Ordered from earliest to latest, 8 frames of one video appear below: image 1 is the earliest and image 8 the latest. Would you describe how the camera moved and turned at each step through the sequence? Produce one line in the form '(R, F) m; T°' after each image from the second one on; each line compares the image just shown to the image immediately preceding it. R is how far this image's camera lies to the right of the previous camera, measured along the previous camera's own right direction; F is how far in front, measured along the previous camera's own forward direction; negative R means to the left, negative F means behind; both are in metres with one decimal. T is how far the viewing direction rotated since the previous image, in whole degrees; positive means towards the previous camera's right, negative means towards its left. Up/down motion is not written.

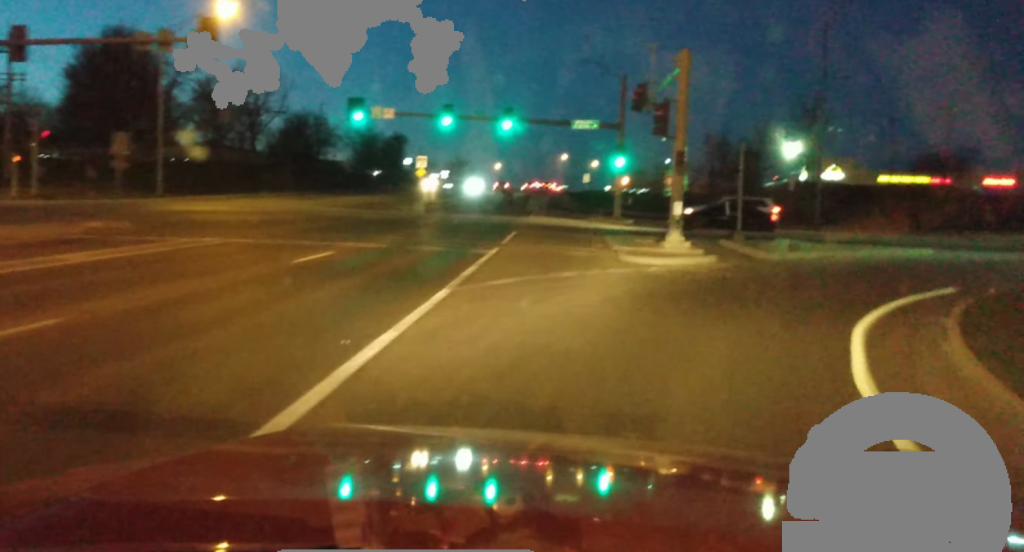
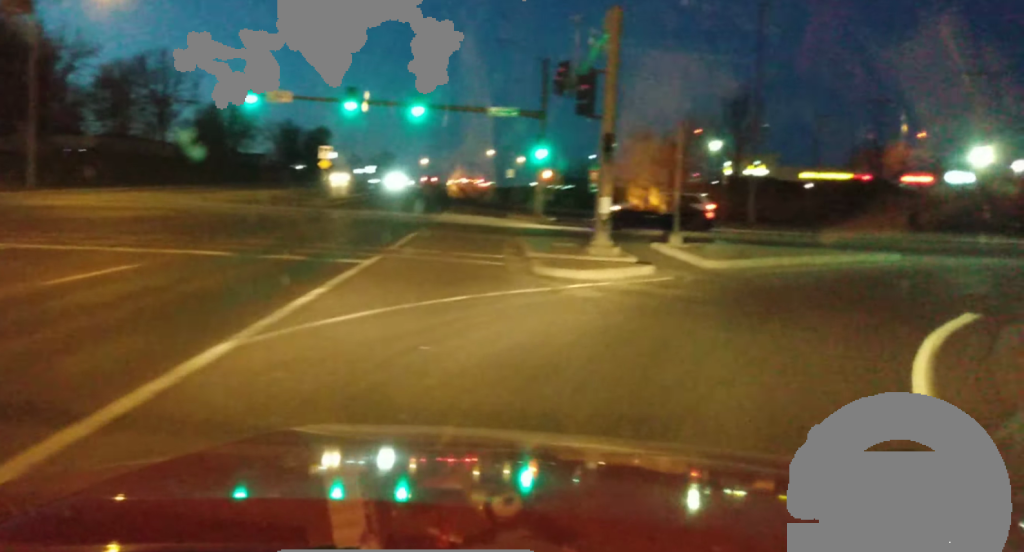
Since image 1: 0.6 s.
(0.0, +6.1) m; +2°
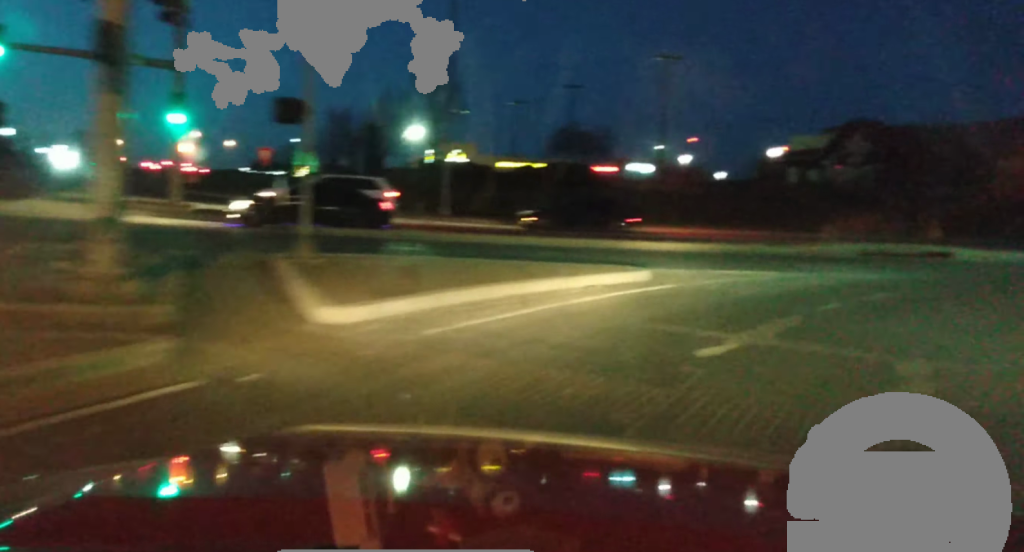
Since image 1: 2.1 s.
(+1.4, +13.1) m; +18°
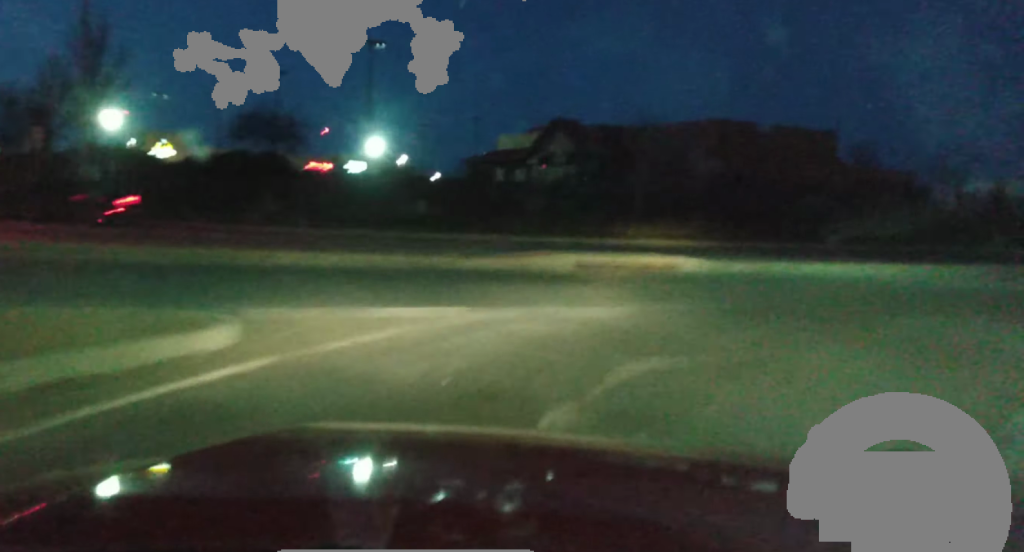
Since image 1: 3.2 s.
(+1.6, +9.0) m; +17°
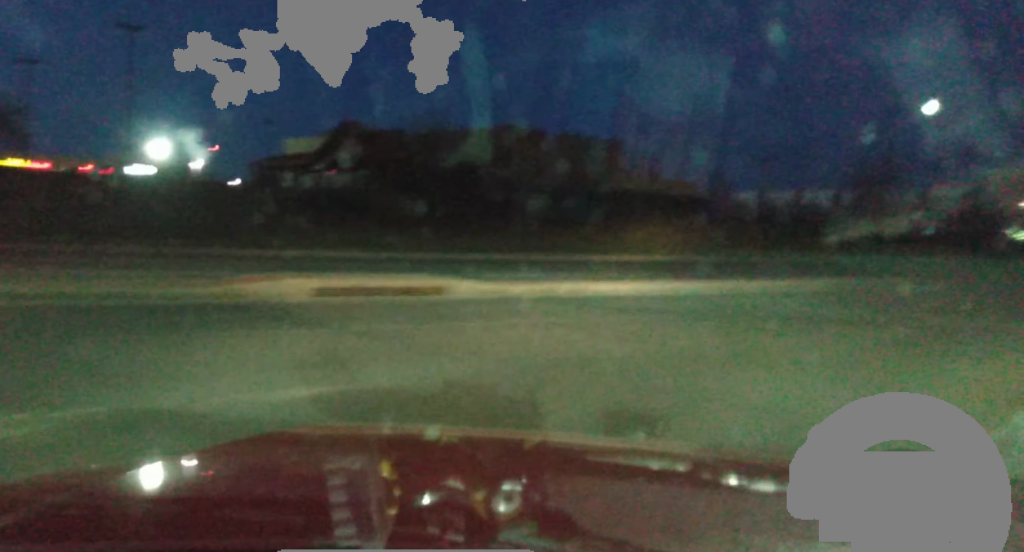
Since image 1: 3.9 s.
(+0.4, +6.3) m; +11°
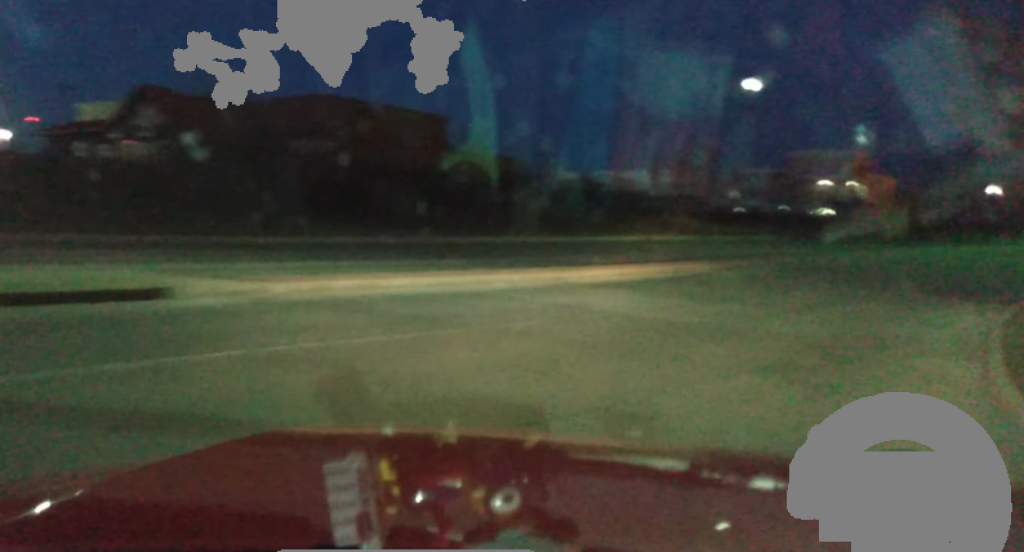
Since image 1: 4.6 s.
(+0.7, +5.8) m; +8°
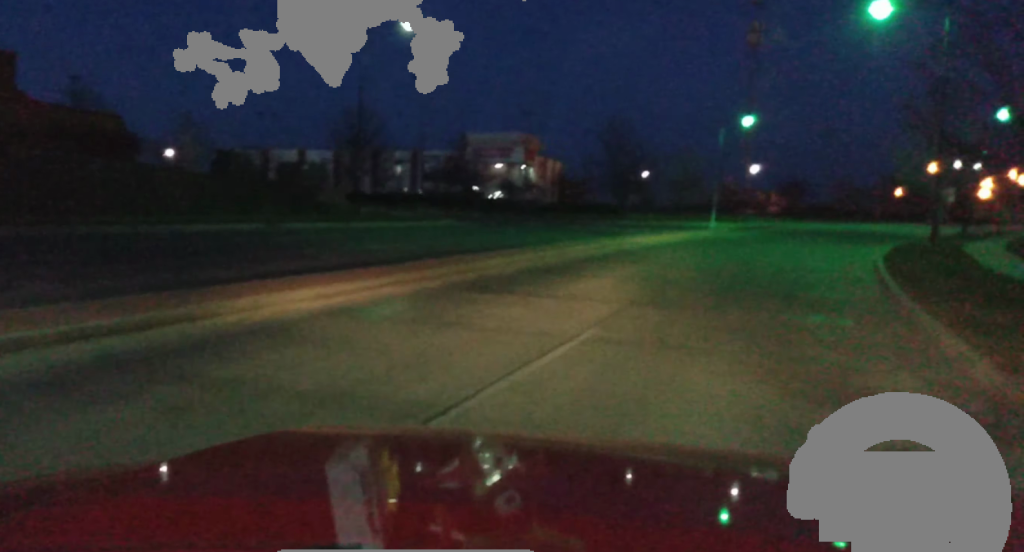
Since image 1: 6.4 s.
(+2.8, +16.9) m; +16°
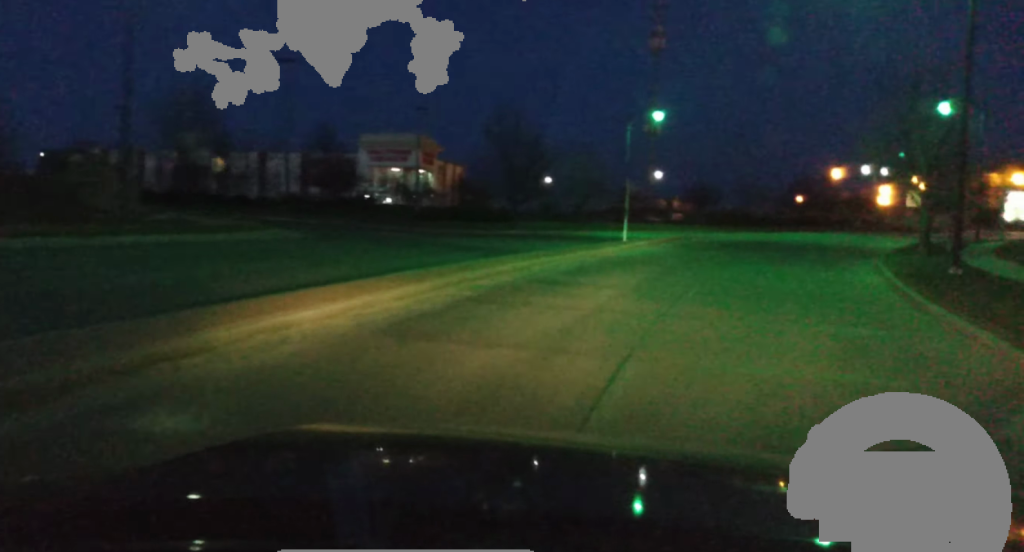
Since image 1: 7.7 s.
(+0.9, +14.4) m; +8°
